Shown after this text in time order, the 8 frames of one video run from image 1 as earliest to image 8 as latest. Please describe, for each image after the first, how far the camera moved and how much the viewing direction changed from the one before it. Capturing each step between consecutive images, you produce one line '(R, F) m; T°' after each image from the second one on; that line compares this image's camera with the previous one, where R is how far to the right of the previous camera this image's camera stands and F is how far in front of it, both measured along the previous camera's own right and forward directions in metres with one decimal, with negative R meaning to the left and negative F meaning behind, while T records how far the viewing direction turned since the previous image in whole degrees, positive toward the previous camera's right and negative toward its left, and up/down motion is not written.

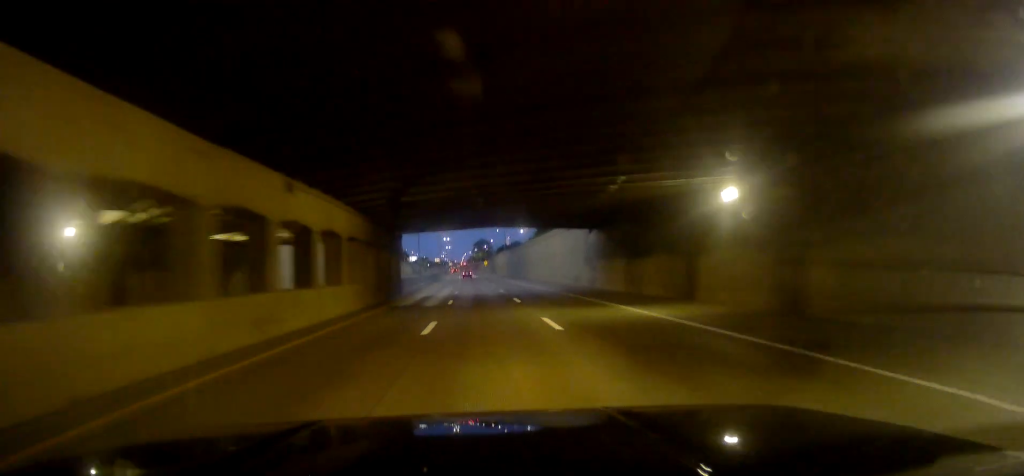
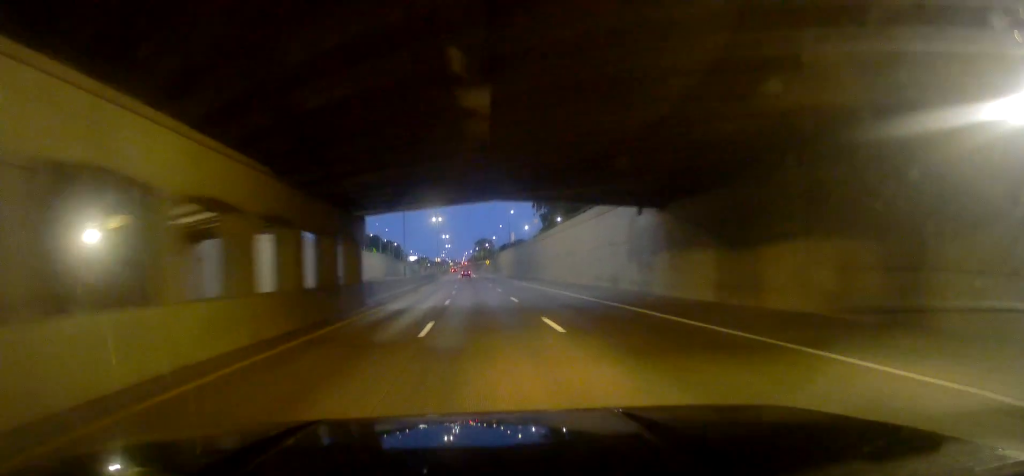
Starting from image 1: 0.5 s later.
(-0.3, +15.6) m; 0°
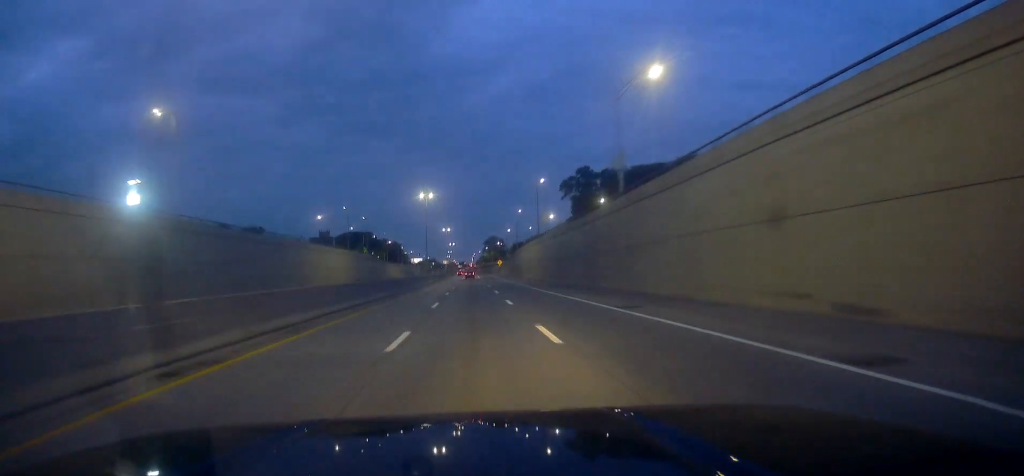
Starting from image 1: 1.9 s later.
(+0.7, +47.8) m; 0°
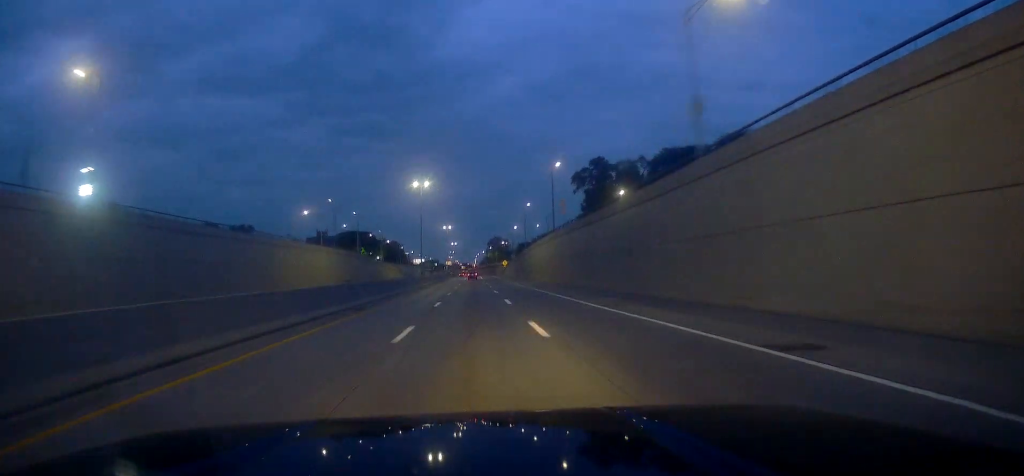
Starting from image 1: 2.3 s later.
(-0.3, +13.4) m; -1°
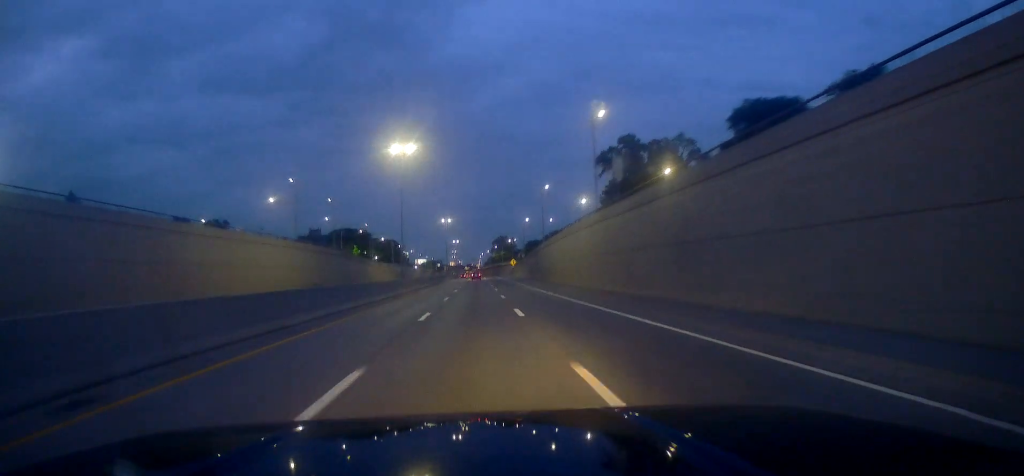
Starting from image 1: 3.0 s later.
(-0.4, +23.4) m; -1°
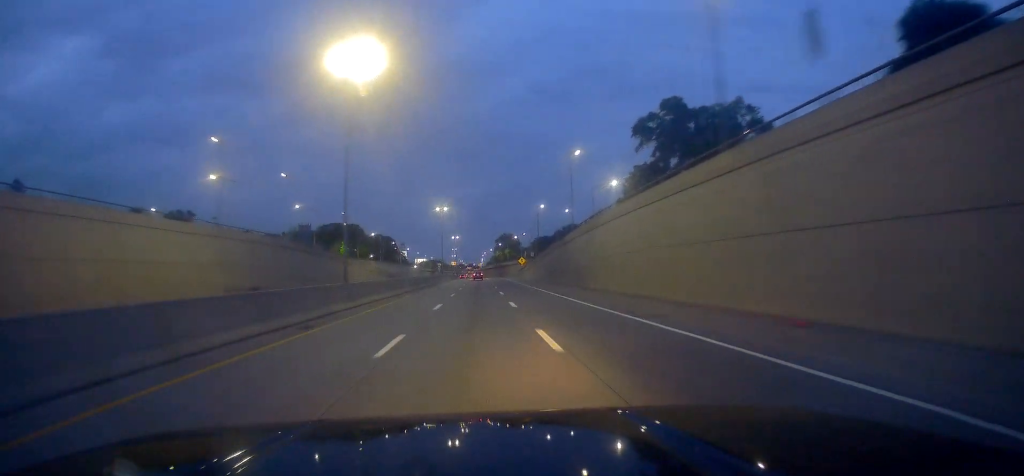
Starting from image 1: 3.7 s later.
(-0.6, +24.7) m; +1°
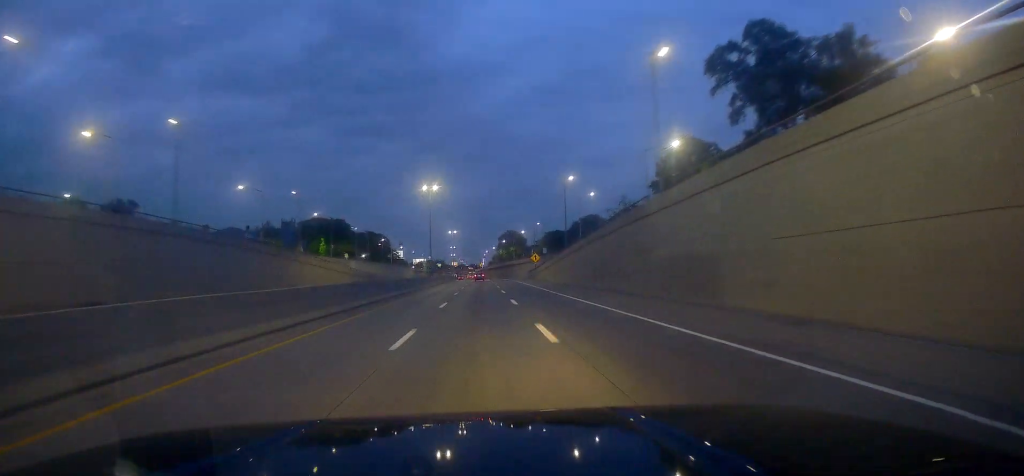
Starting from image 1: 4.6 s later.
(+1.2, +29.2) m; 0°
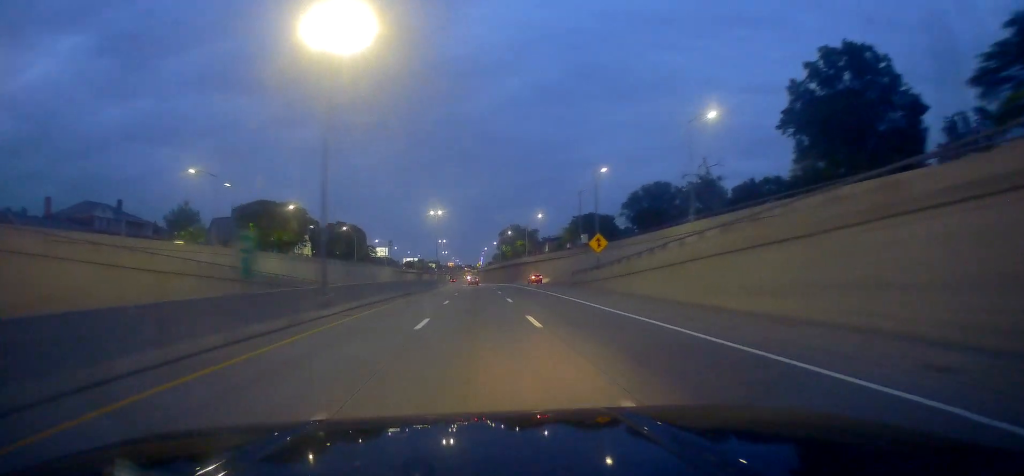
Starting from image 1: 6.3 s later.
(-1.4, +58.1) m; -1°
